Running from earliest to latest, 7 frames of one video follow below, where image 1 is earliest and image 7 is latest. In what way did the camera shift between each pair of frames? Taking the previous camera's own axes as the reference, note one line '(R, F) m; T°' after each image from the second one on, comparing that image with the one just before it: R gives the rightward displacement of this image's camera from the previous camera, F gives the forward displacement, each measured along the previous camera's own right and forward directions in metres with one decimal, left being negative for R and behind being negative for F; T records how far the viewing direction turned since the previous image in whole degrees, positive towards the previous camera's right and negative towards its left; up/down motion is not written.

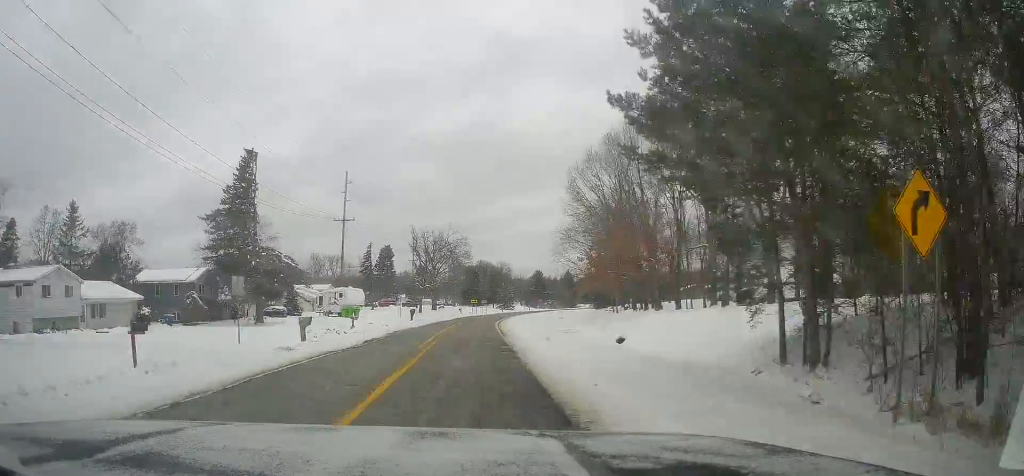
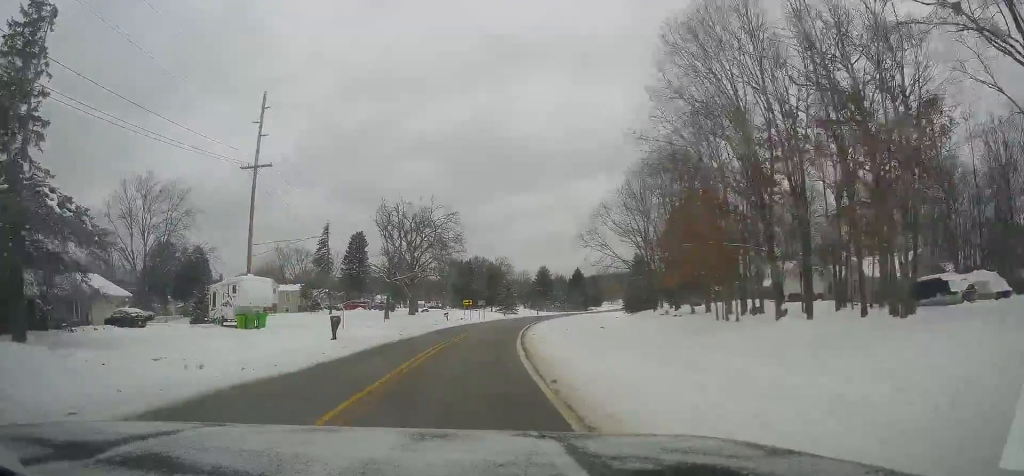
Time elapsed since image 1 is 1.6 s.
(+0.8, +32.6) m; +1°
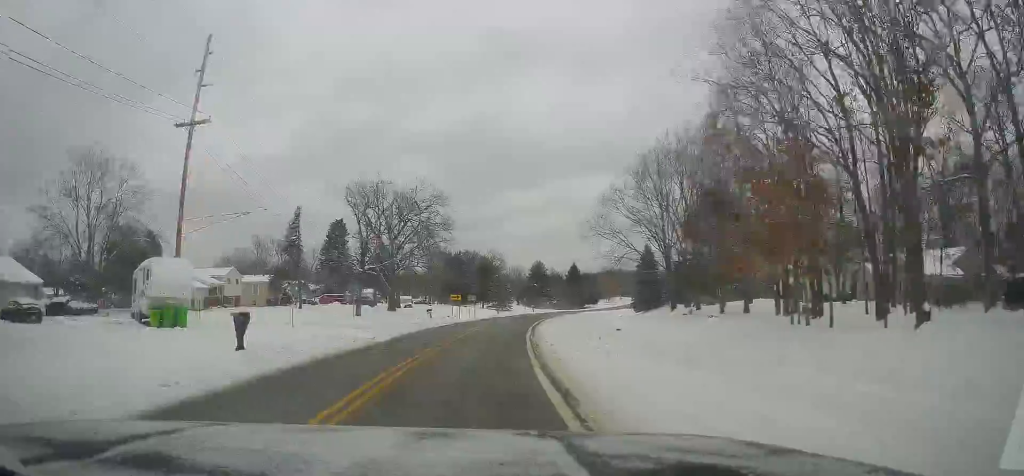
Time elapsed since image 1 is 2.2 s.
(-0.2, +11.4) m; 0°
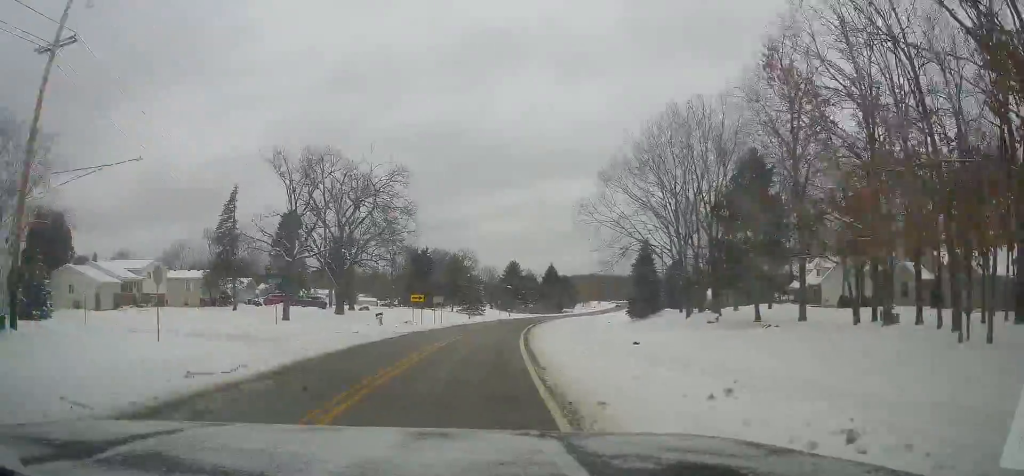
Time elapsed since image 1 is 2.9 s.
(+0.3, +14.2) m; +1°
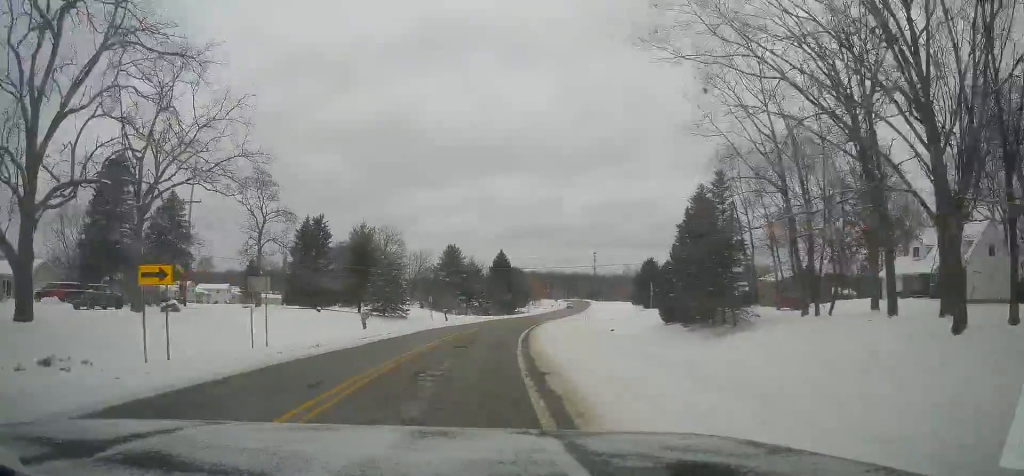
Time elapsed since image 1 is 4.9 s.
(+0.9, +40.8) m; +4°
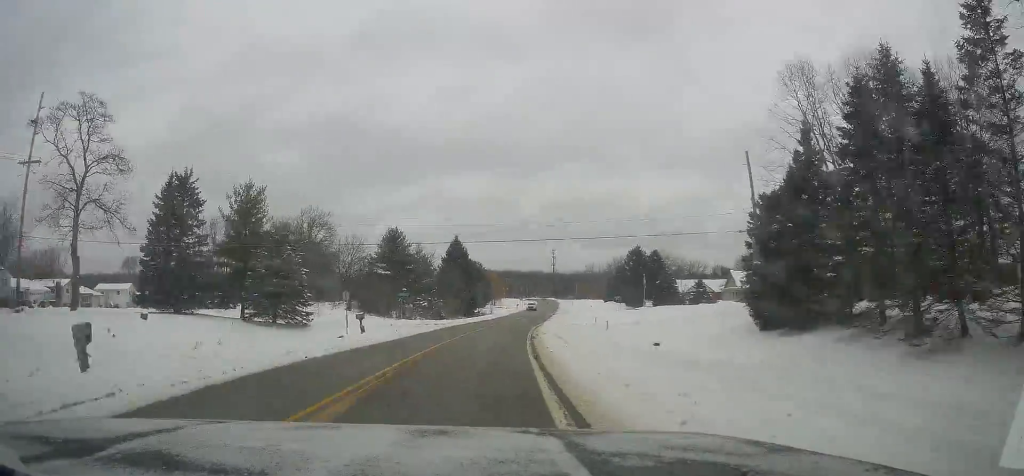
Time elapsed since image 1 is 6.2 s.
(+1.1, +27.5) m; +6°
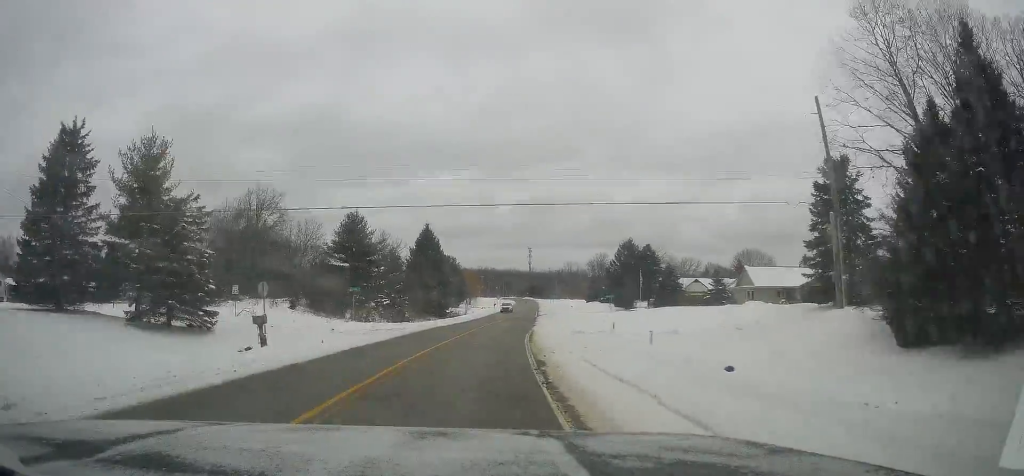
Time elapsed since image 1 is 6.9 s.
(+0.6, +13.6) m; +3°
